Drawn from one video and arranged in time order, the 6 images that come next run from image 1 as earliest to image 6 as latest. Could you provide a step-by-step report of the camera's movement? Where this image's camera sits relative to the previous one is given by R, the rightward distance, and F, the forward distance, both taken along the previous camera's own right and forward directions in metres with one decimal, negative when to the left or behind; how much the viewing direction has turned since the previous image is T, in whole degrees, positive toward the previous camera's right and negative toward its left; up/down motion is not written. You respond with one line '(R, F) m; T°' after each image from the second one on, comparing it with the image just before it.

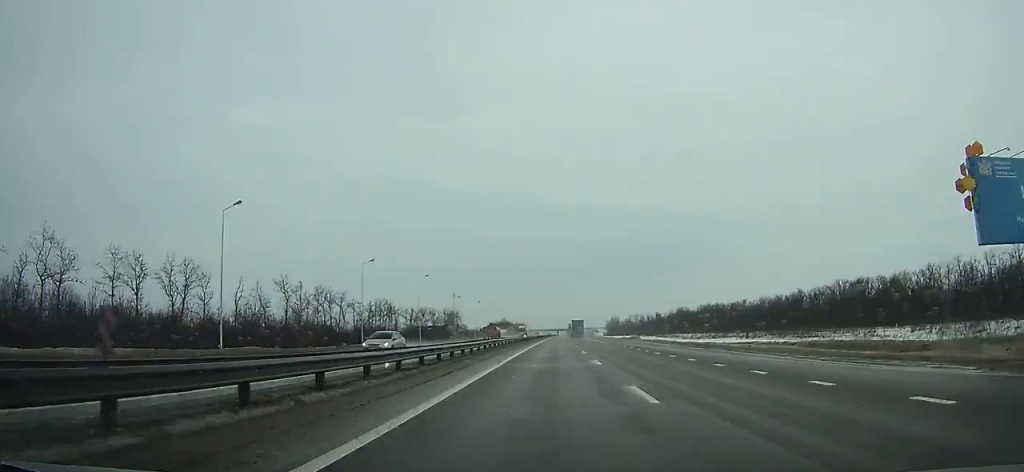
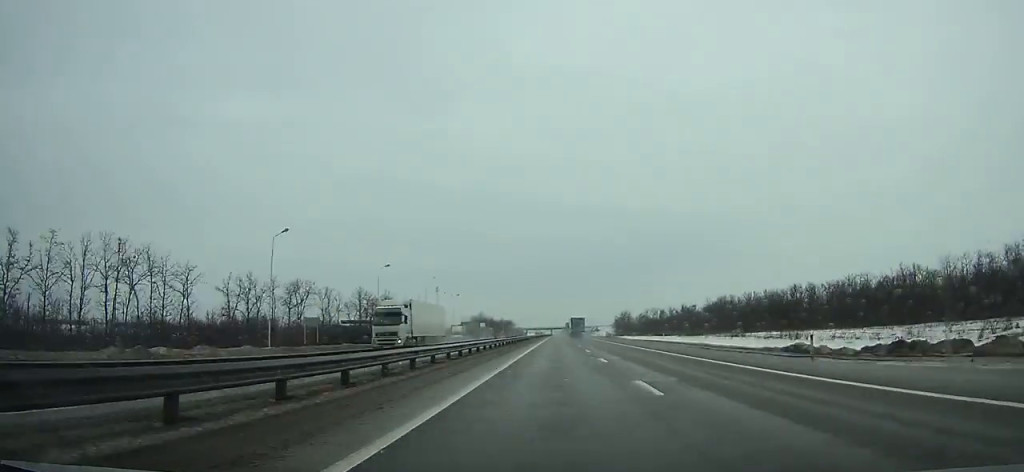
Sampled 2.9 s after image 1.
(+0.3, +82.3) m; +1°
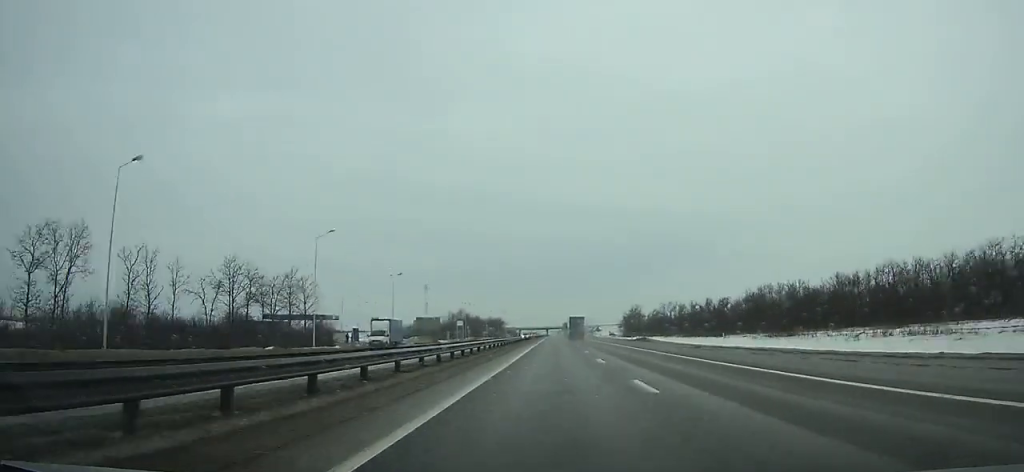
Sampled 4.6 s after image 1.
(+0.4, +49.1) m; 0°
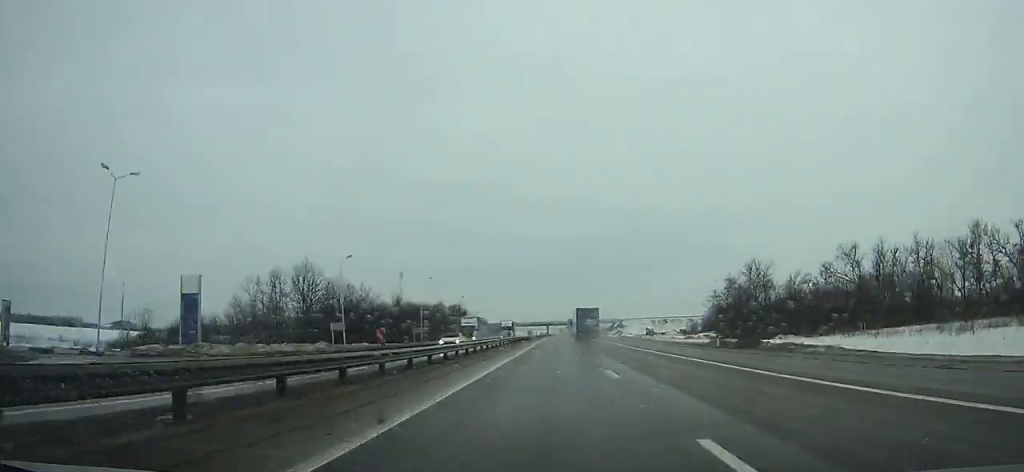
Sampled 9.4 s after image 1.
(+0.1, +141.0) m; 0°
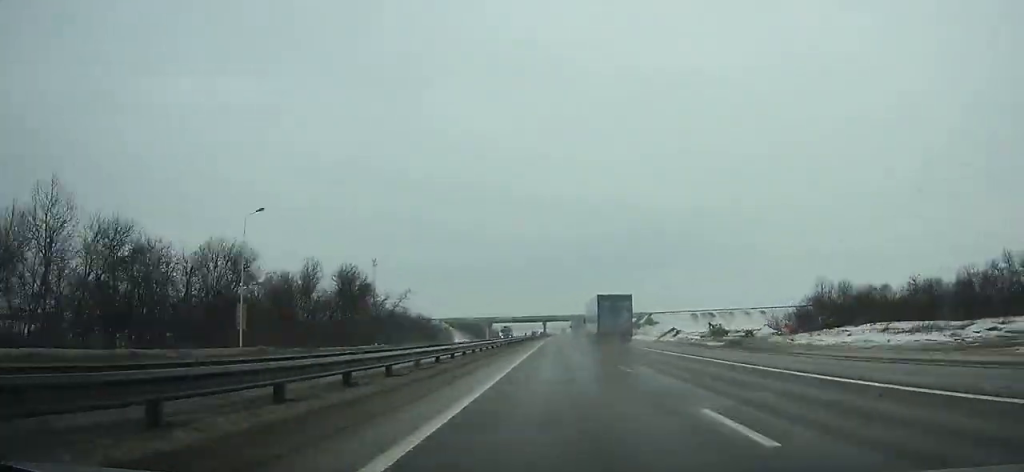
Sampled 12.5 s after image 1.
(-0.4, +93.2) m; 0°
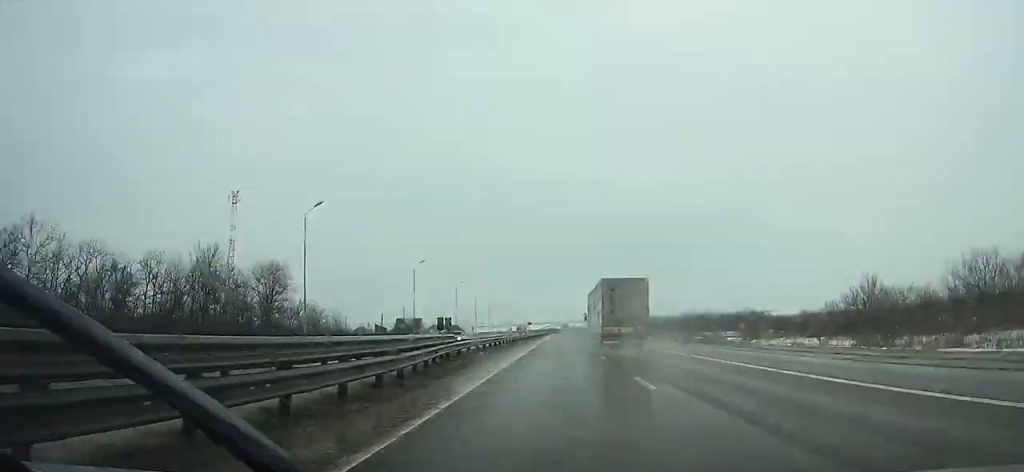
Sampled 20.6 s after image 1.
(+1.4, +244.7) m; +1°
